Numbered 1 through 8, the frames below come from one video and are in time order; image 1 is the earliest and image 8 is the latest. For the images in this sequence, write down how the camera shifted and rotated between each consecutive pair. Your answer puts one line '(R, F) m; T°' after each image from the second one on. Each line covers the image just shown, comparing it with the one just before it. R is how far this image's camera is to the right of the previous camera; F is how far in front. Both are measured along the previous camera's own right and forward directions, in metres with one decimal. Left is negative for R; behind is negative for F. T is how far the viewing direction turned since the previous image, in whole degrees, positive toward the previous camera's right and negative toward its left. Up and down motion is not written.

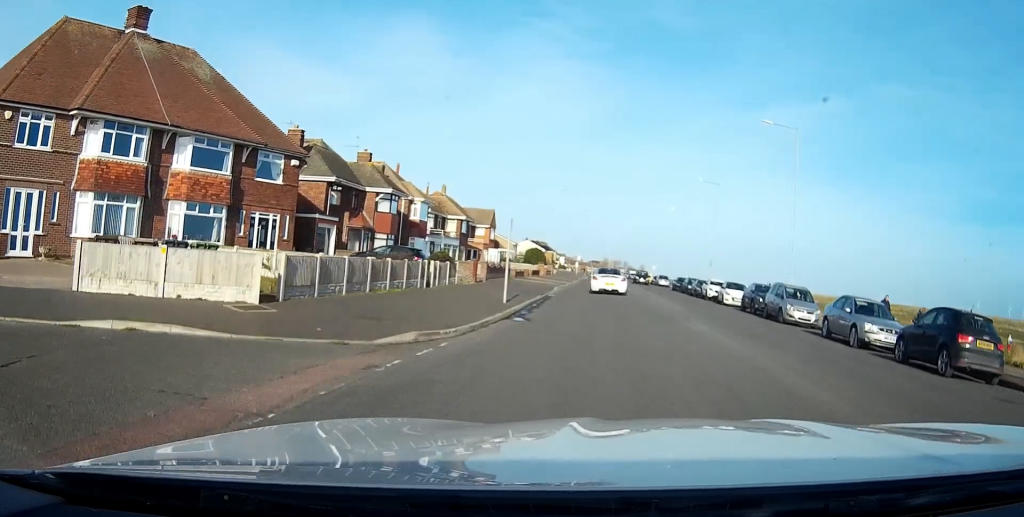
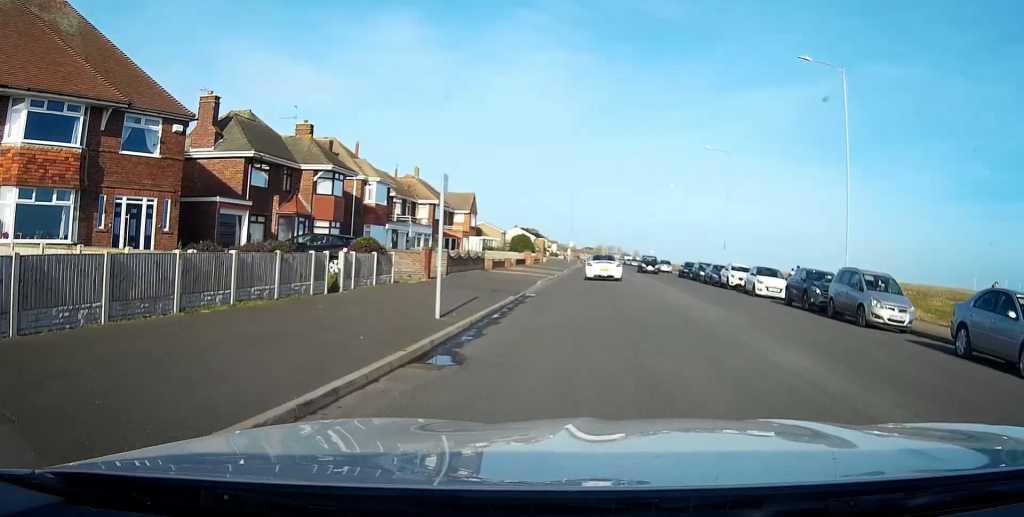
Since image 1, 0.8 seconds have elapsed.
(+0.1, +9.7) m; 0°
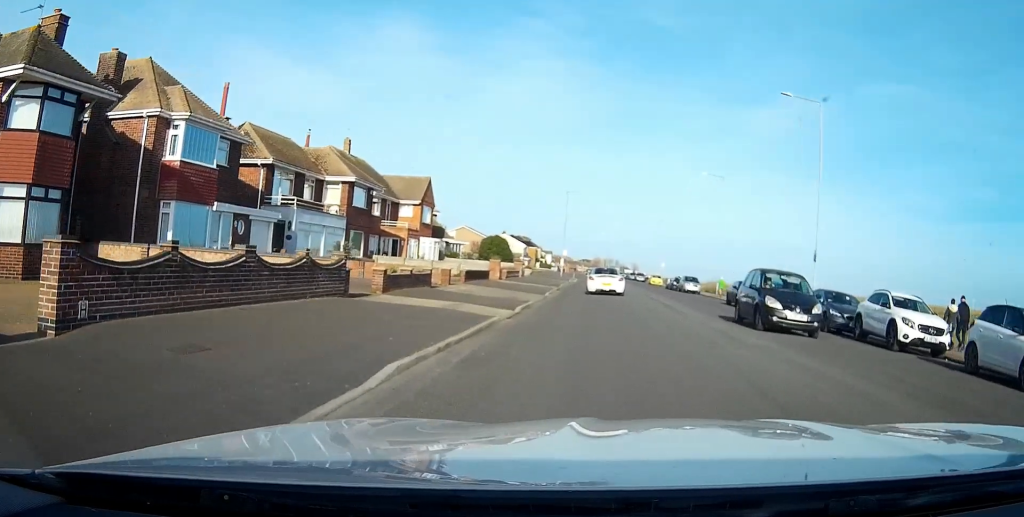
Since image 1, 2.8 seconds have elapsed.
(-0.2, +23.5) m; -1°
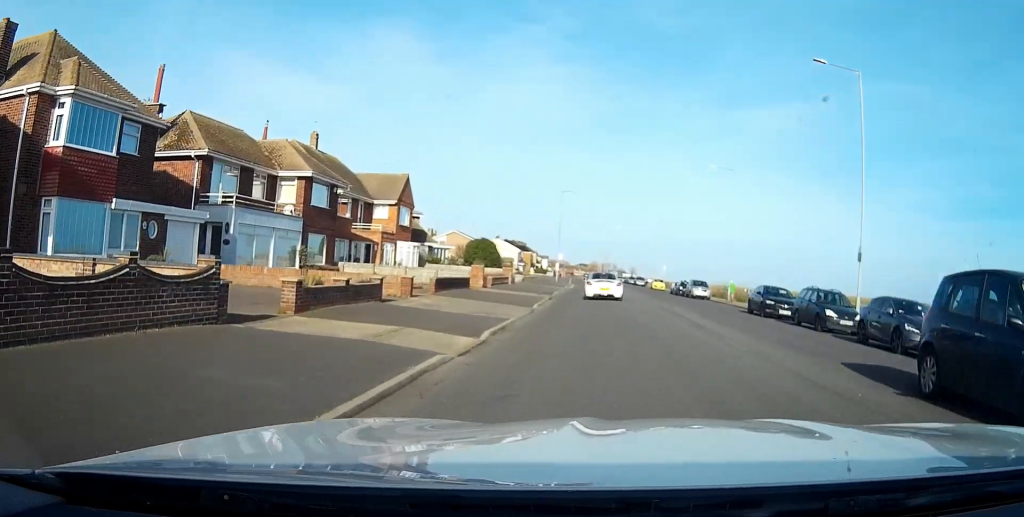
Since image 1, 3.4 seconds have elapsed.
(0.0, +6.3) m; 0°
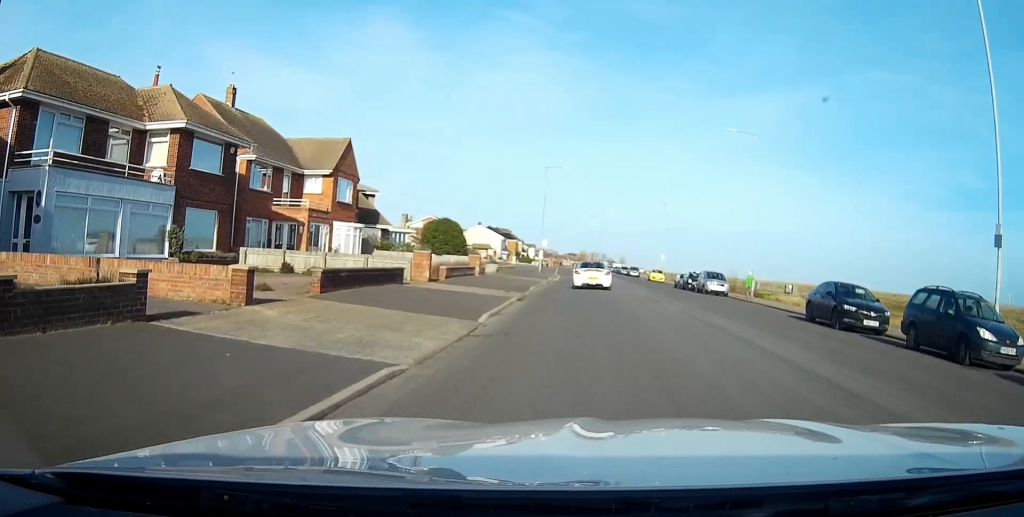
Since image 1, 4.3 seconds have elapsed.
(+0.1, +11.4) m; 0°
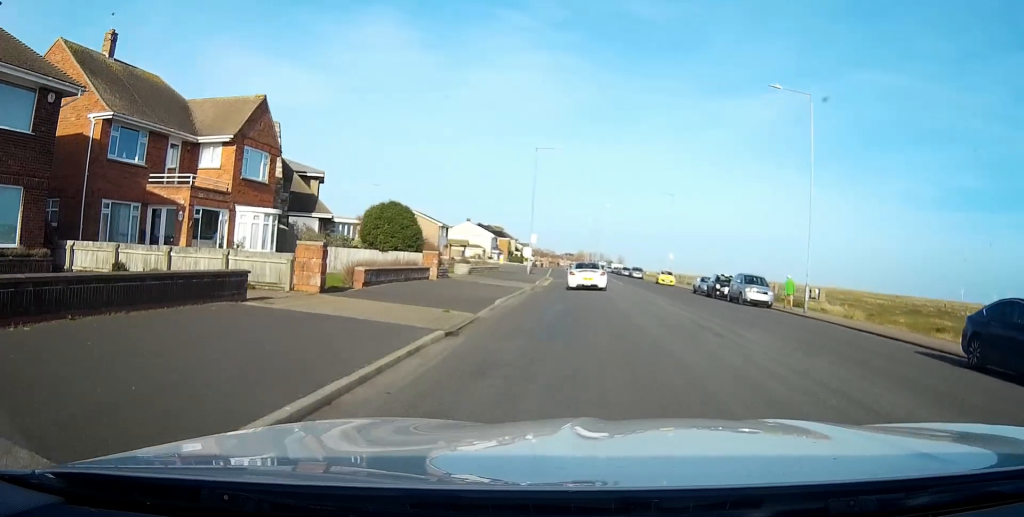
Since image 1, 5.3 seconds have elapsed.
(-0.1, +11.8) m; 0°
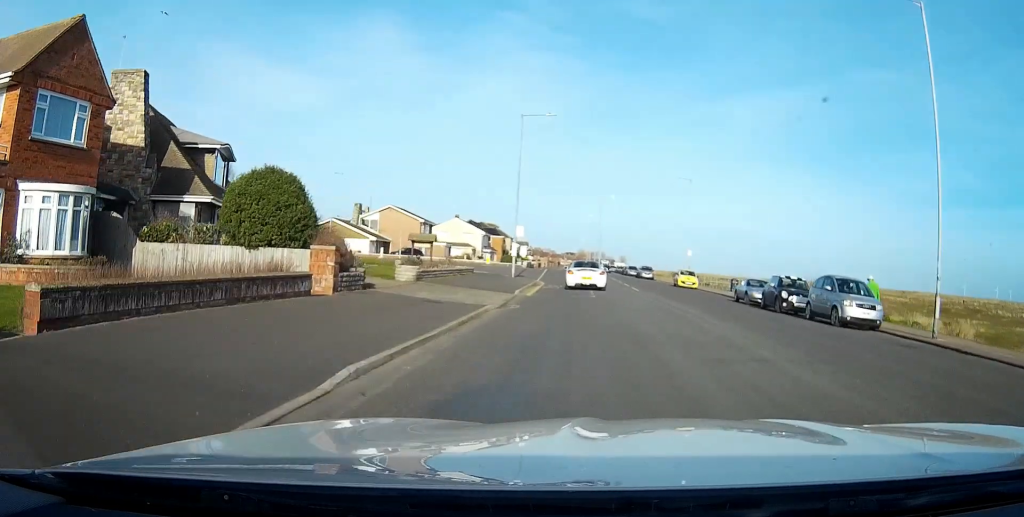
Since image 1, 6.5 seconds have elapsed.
(+0.1, +13.4) m; 0°
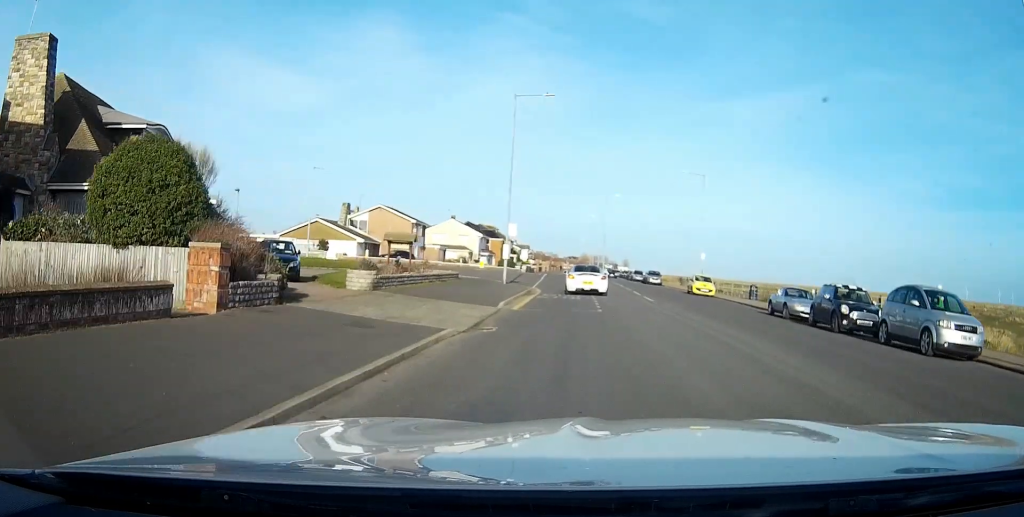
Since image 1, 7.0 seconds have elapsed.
(0.0, +6.3) m; 0°
